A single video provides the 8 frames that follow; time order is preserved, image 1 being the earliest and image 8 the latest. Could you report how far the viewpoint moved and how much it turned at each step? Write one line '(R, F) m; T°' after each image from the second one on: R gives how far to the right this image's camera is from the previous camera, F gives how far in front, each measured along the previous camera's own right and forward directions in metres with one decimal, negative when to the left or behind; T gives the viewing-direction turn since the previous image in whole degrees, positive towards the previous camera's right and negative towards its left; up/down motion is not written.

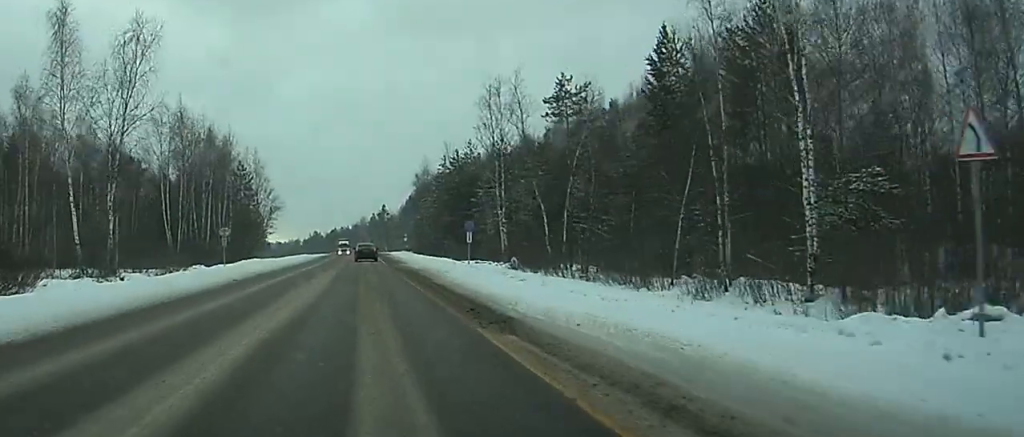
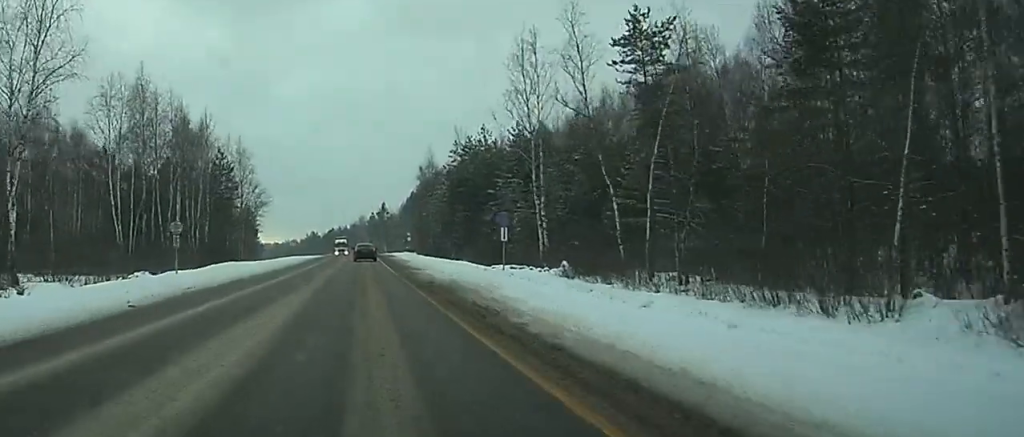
(-0.2, +15.5) m; 0°
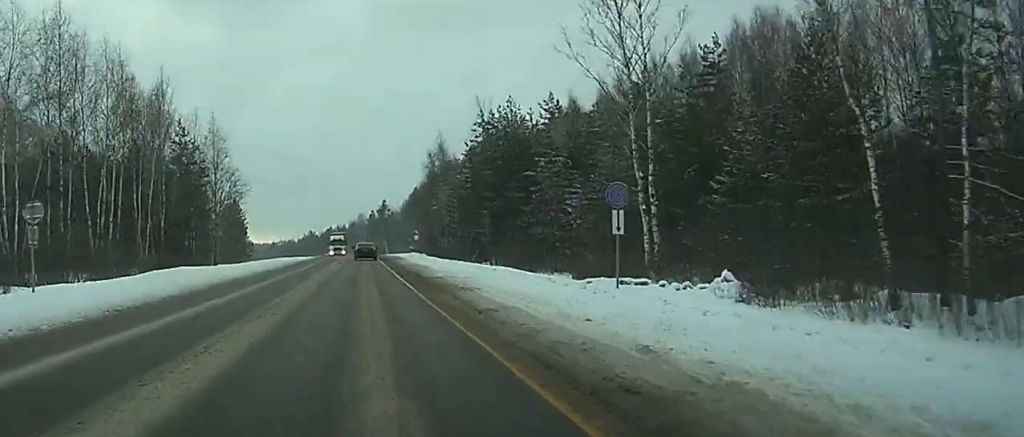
(+0.4, +20.1) m; 0°
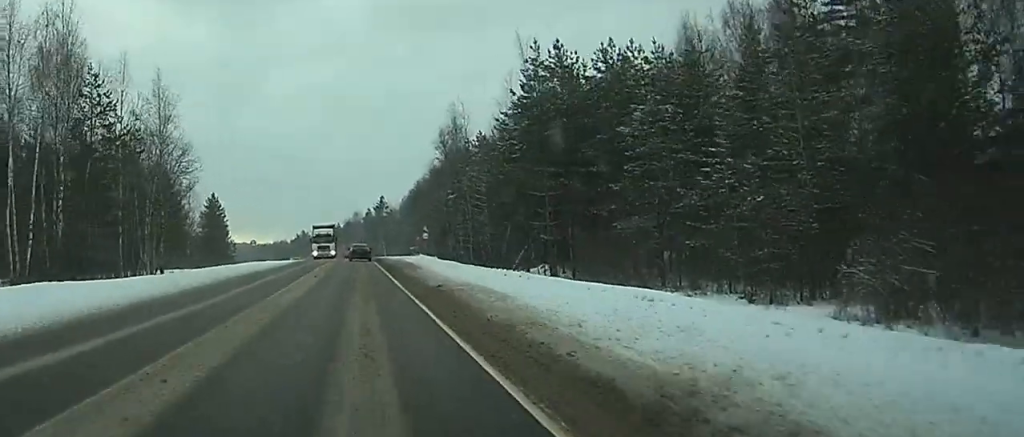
(-0.4, +24.0) m; -1°
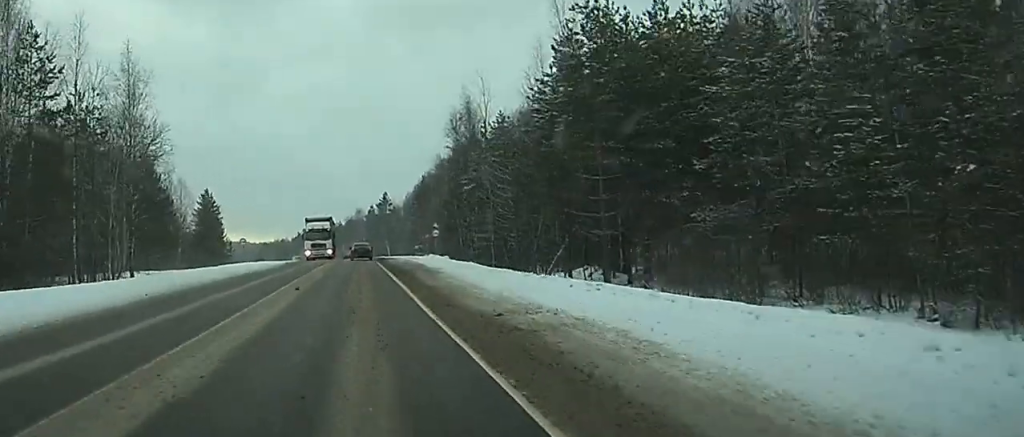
(0.0, +10.2) m; 0°
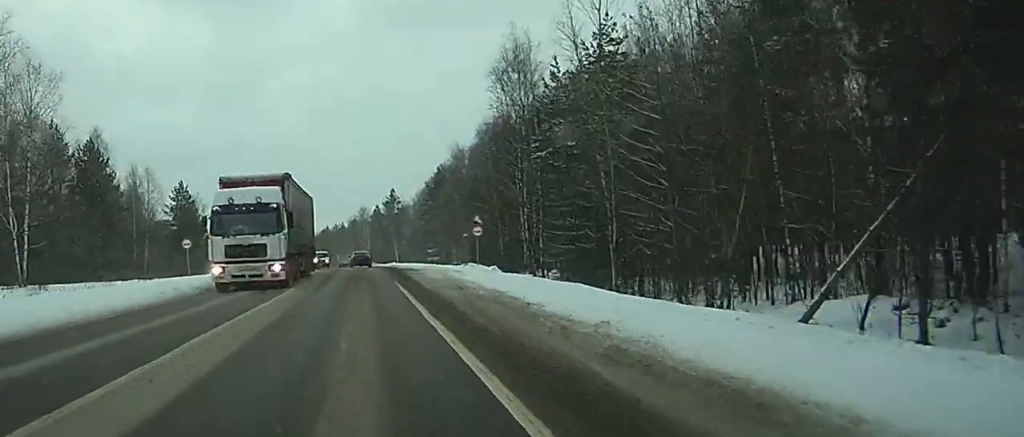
(0.0, +27.4) m; 0°
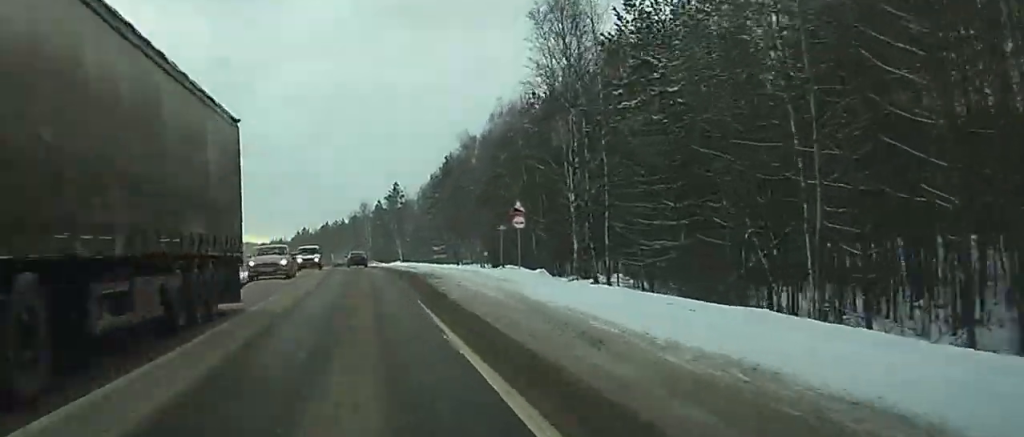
(0.0, +13.6) m; 0°
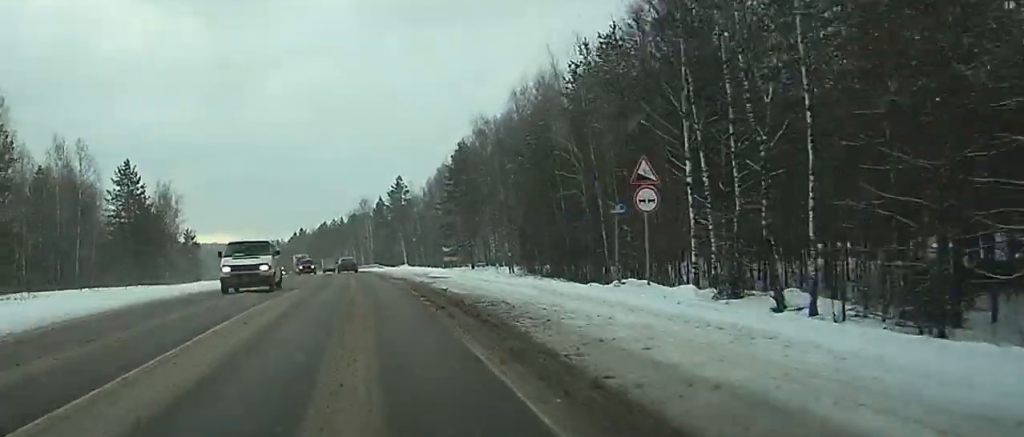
(-0.1, +17.1) m; 0°
